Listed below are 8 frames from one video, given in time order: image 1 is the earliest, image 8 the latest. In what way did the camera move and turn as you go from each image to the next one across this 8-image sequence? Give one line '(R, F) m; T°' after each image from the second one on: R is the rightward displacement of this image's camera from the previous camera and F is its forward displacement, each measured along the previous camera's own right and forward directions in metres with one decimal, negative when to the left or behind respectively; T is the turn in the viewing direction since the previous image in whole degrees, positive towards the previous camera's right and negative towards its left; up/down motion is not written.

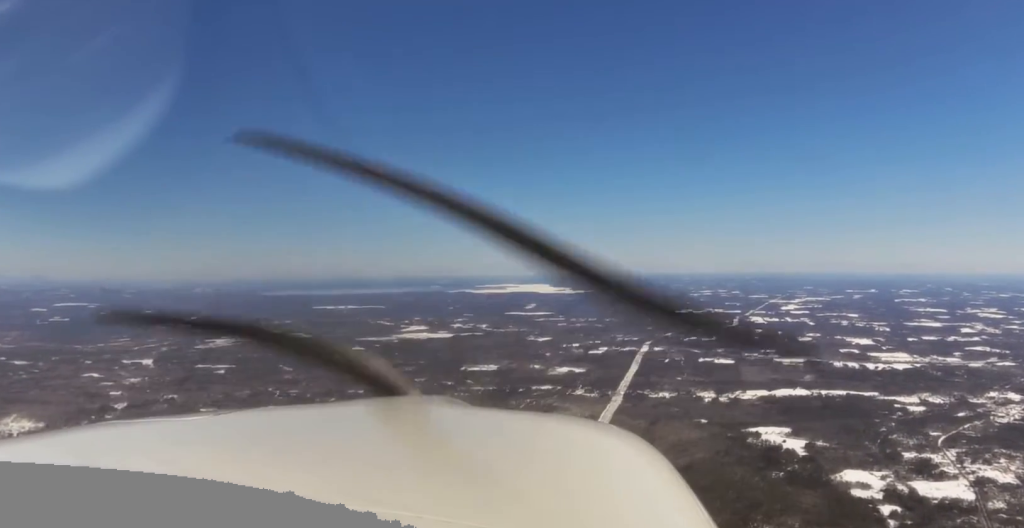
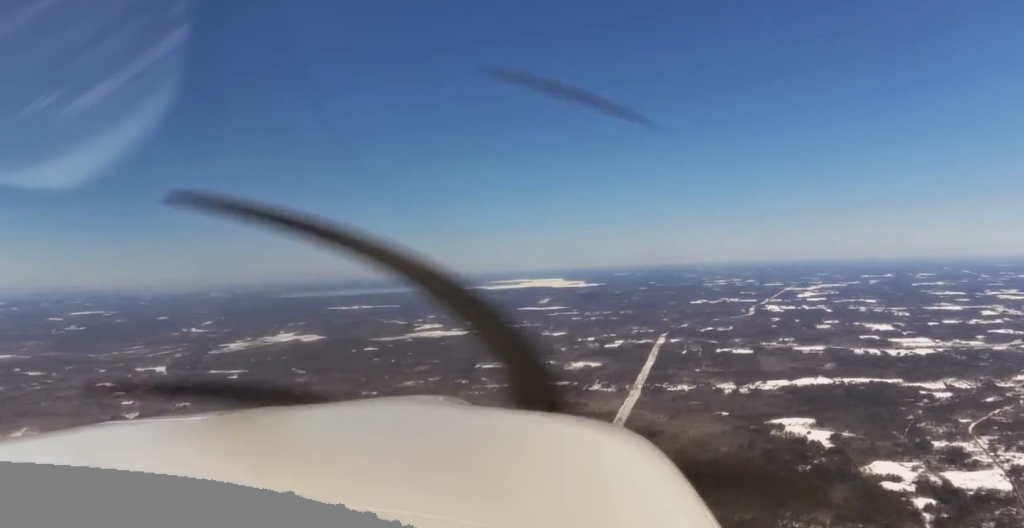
(+2.0, +105.5) m; +1°
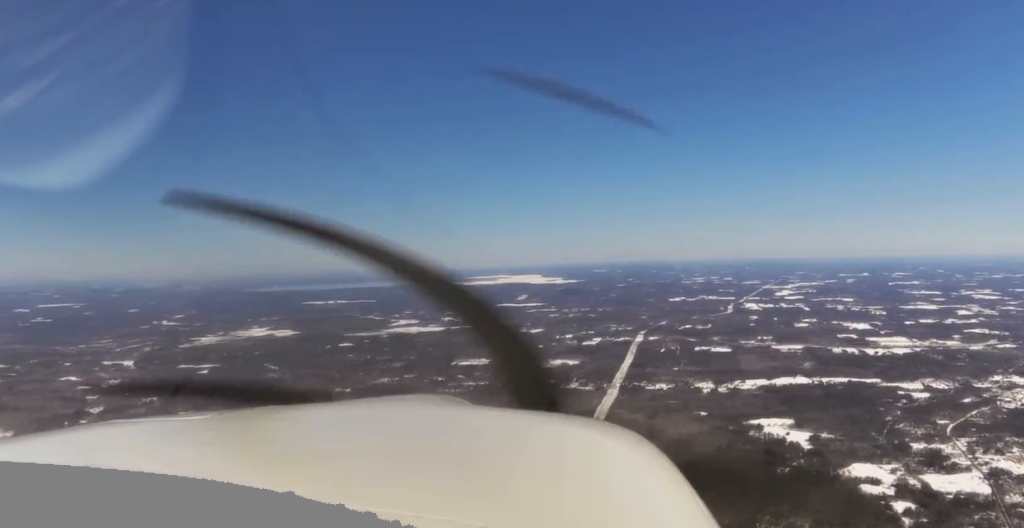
(-0.9, +60.5) m; -1°
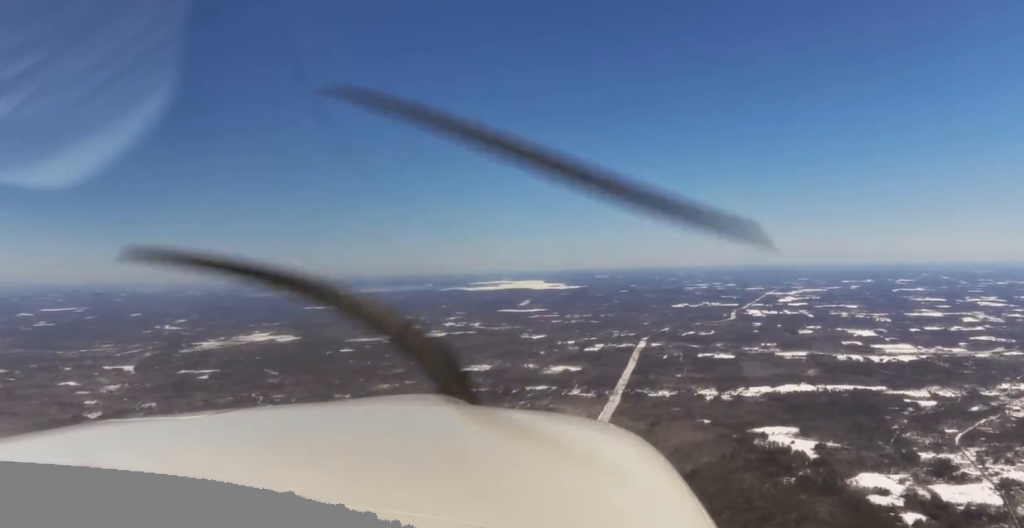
(-0.1, +51.5) m; +1°
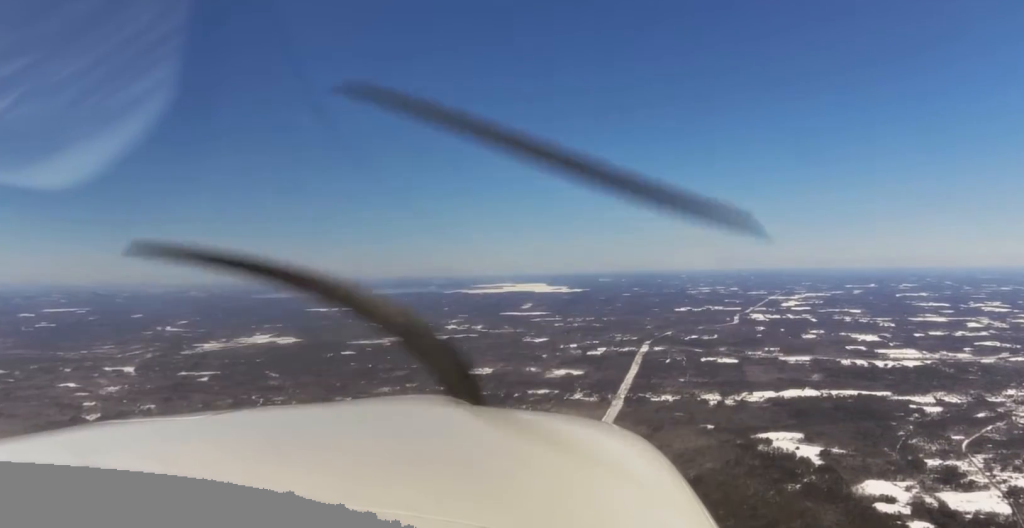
(+0.1, +38.1) m; 0°
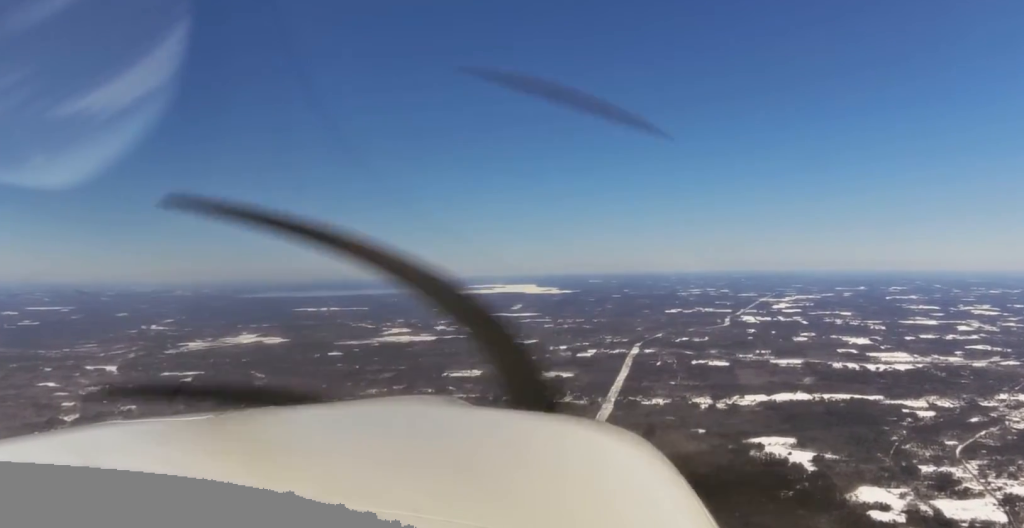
(+0.7, +65.0) m; +1°
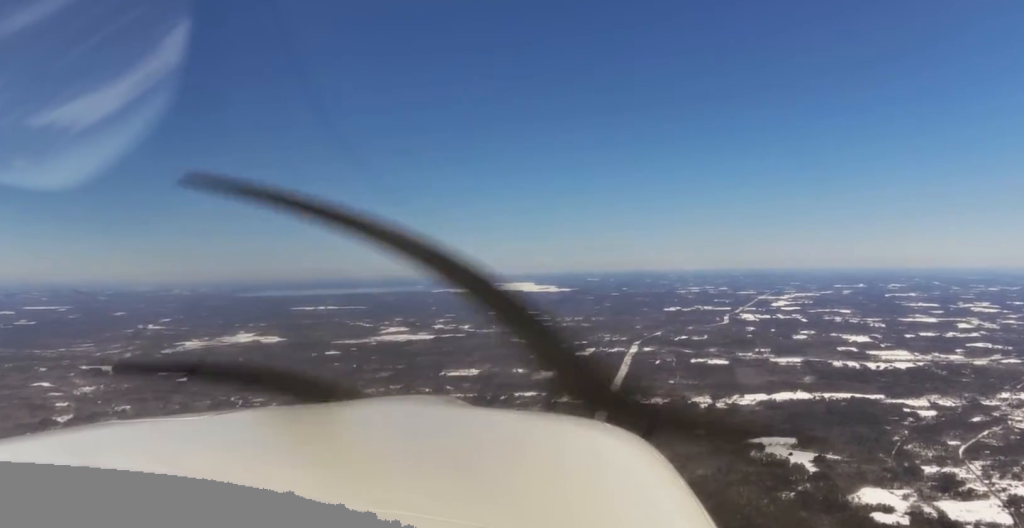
(0.0, +44.7) m; 0°
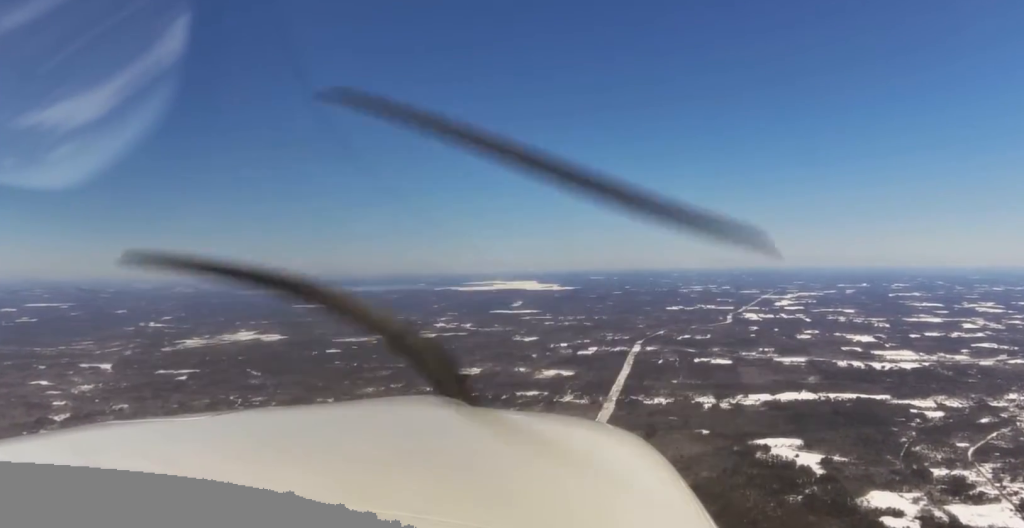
(0.0, +55.6) m; 0°
